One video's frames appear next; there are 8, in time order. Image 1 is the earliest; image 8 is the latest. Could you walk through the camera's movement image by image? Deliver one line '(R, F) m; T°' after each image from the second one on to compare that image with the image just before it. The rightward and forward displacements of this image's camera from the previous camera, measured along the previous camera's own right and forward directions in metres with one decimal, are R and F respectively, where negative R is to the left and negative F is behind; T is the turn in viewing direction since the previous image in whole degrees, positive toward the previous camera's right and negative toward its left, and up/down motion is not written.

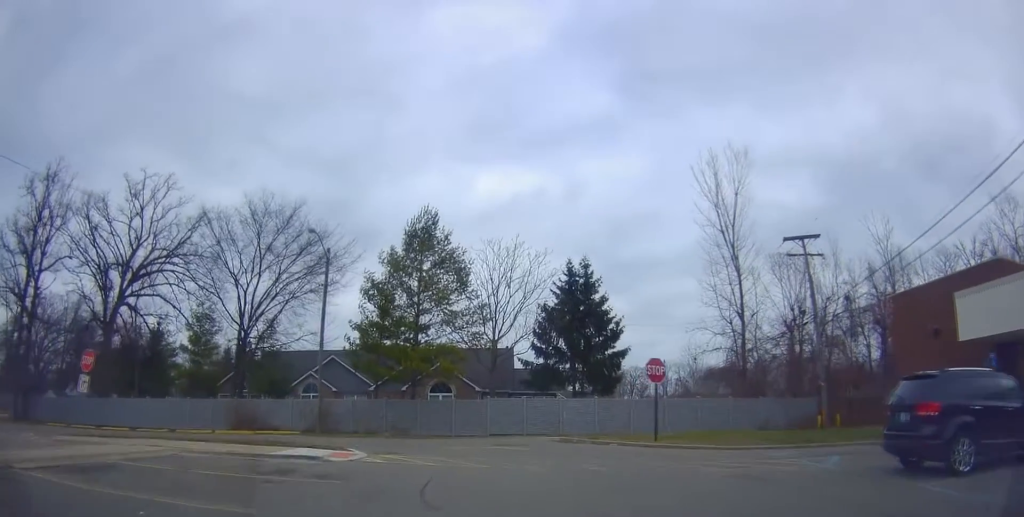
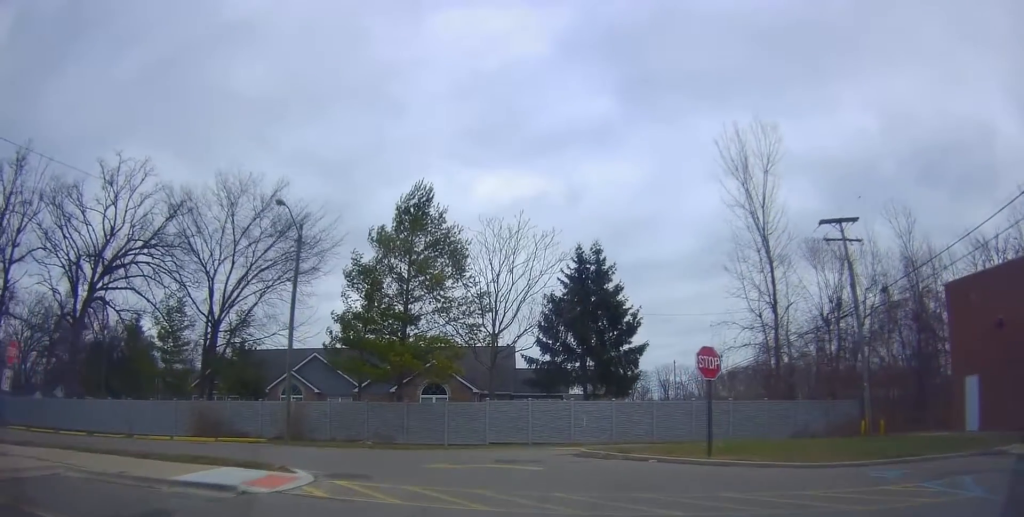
(+0.1, +4.6) m; +4°
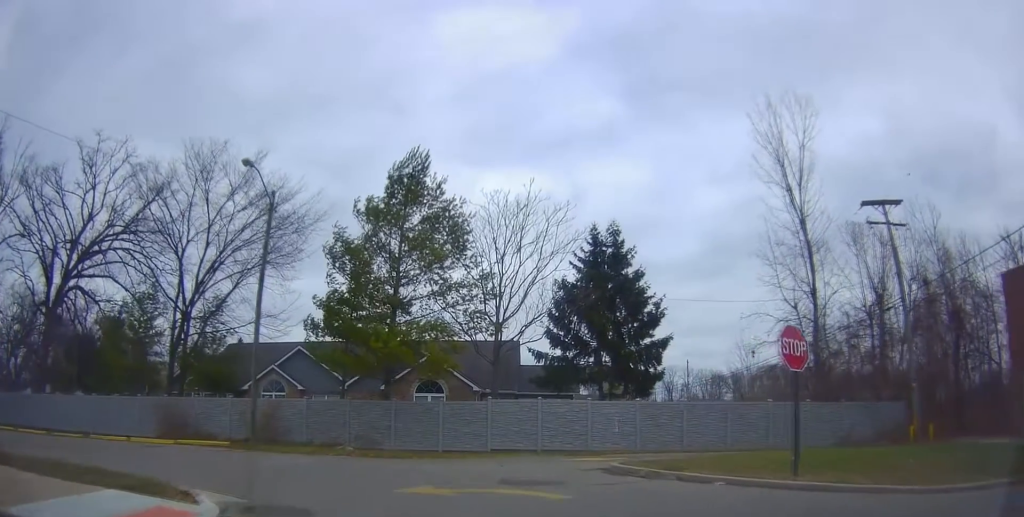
(+0.3, +3.8) m; -4°
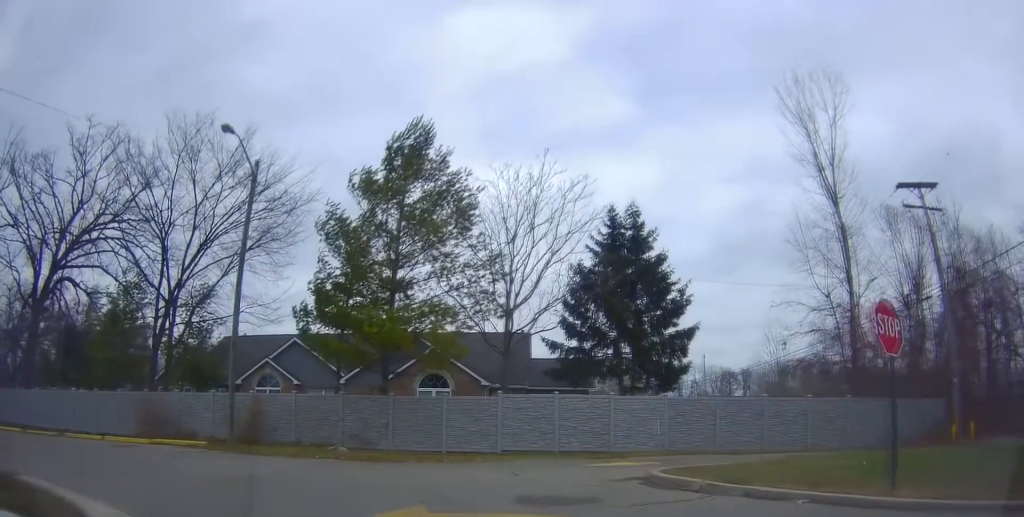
(-0.3, +2.3) m; -8°
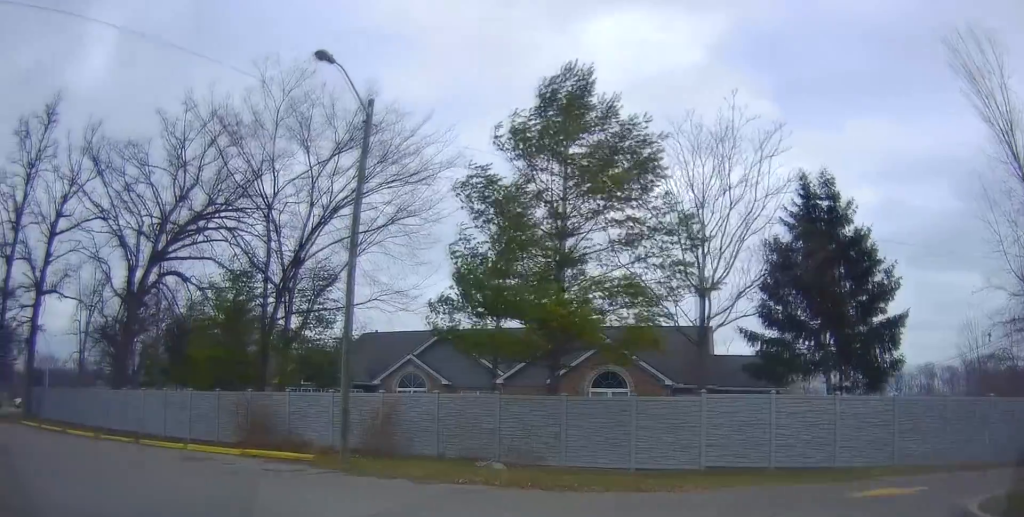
(-1.5, +5.3) m; -35°
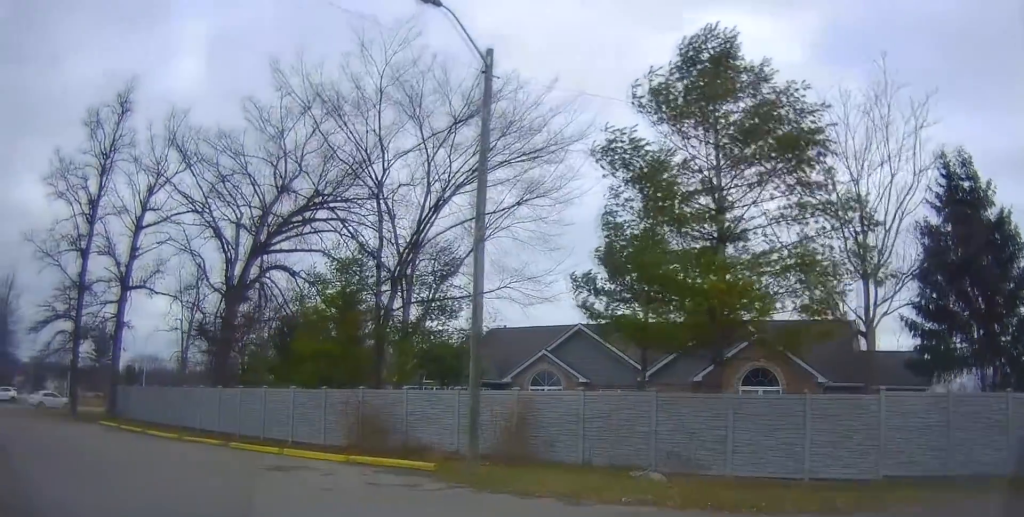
(-0.4, +2.9) m; -15°
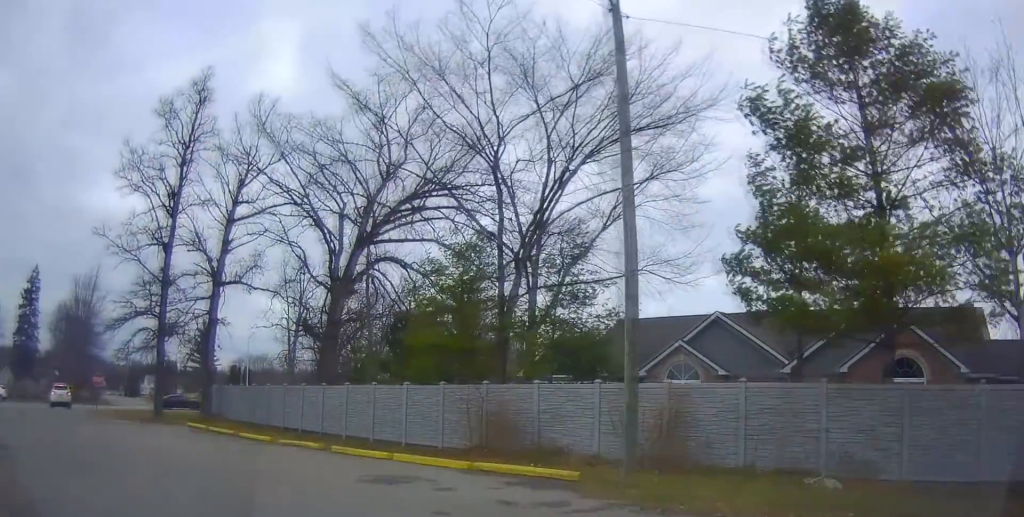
(+0.1, +2.4) m; -9°
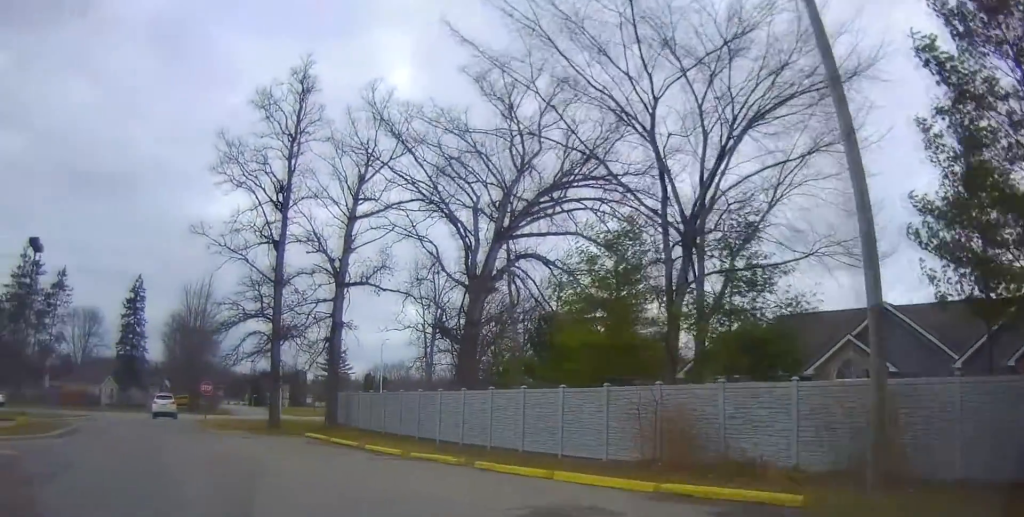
(-0.6, +3.0) m; -8°
